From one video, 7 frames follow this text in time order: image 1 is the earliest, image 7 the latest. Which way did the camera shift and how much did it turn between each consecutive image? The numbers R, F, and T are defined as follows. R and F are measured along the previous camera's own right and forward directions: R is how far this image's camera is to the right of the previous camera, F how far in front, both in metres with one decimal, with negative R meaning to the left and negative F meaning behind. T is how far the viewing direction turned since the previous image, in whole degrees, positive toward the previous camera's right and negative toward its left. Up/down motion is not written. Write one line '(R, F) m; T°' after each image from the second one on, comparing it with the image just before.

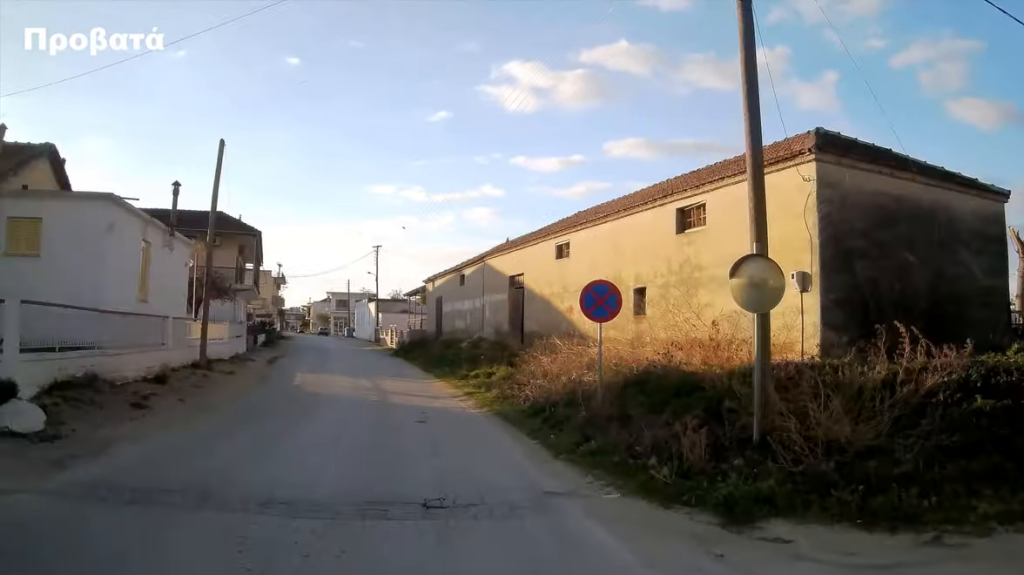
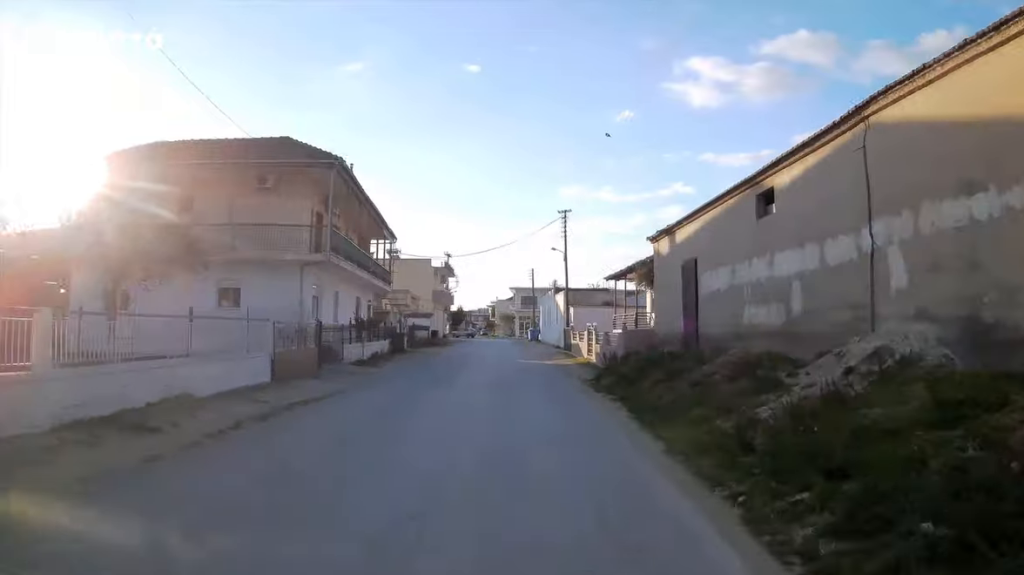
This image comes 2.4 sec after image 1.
(-2.3, +18.0) m; -15°
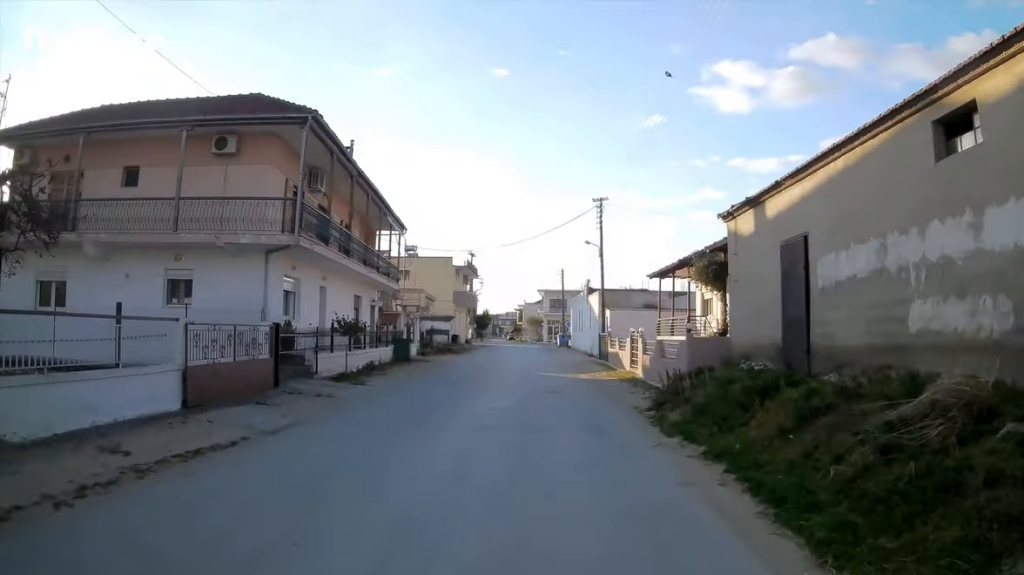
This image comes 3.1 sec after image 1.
(-0.3, +5.1) m; -4°
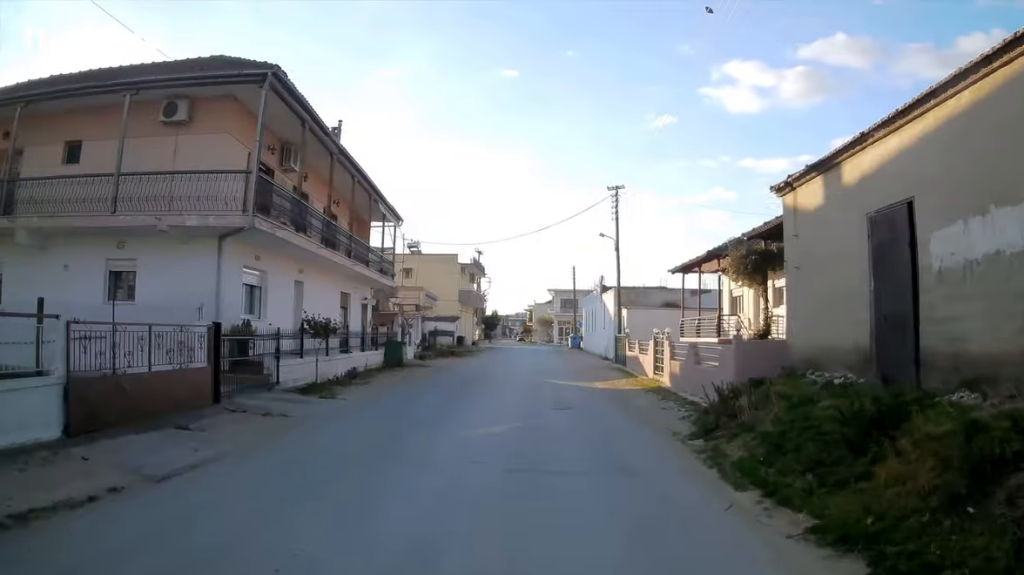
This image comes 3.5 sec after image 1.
(-0.2, +3.1) m; -2°
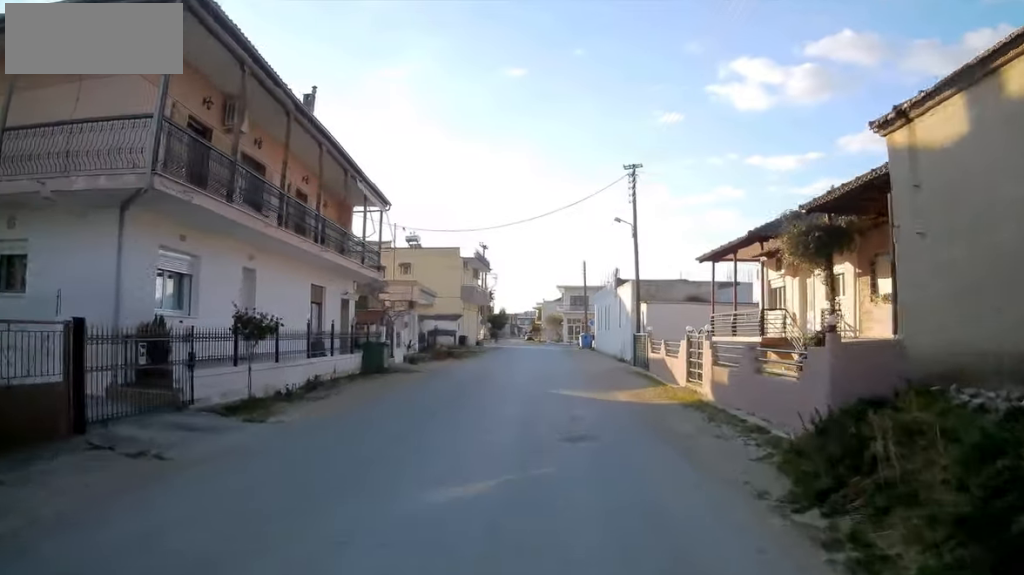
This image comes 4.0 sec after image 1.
(-0.1, +4.0) m; -2°
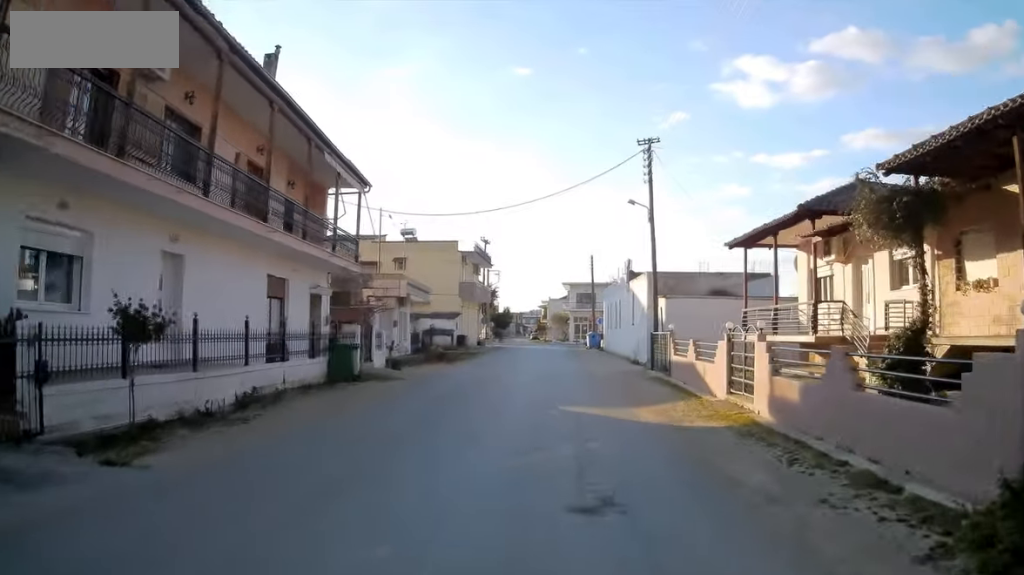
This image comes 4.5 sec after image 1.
(+0.1, +3.8) m; -2°
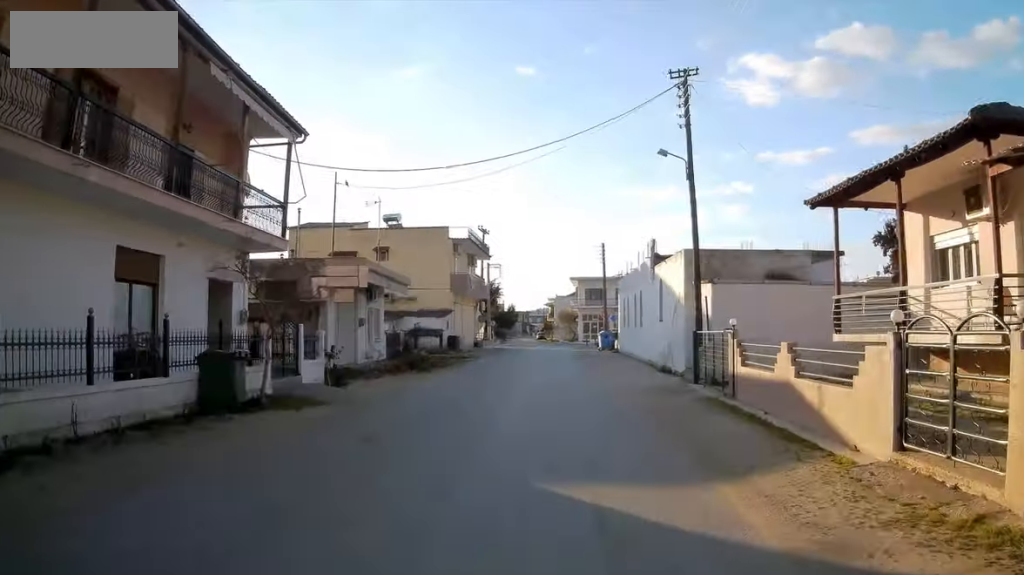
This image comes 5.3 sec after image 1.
(-0.4, +7.1) m; -2°
